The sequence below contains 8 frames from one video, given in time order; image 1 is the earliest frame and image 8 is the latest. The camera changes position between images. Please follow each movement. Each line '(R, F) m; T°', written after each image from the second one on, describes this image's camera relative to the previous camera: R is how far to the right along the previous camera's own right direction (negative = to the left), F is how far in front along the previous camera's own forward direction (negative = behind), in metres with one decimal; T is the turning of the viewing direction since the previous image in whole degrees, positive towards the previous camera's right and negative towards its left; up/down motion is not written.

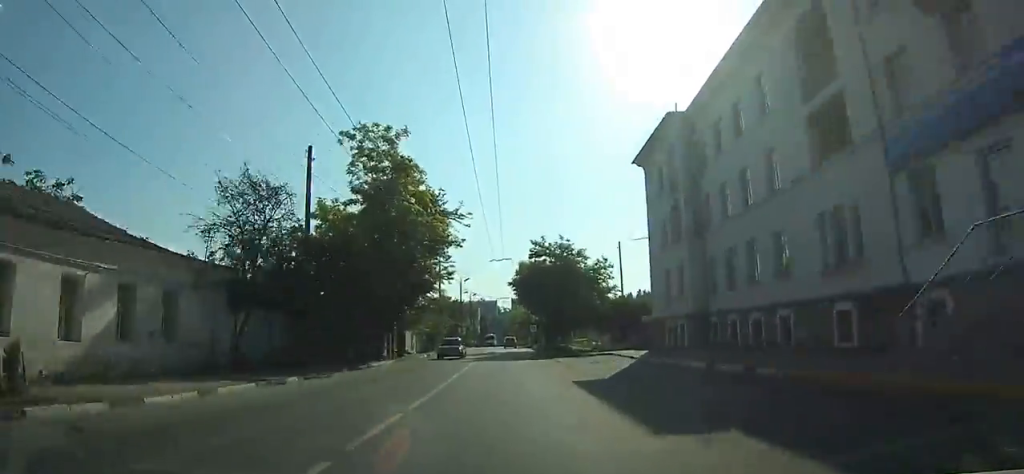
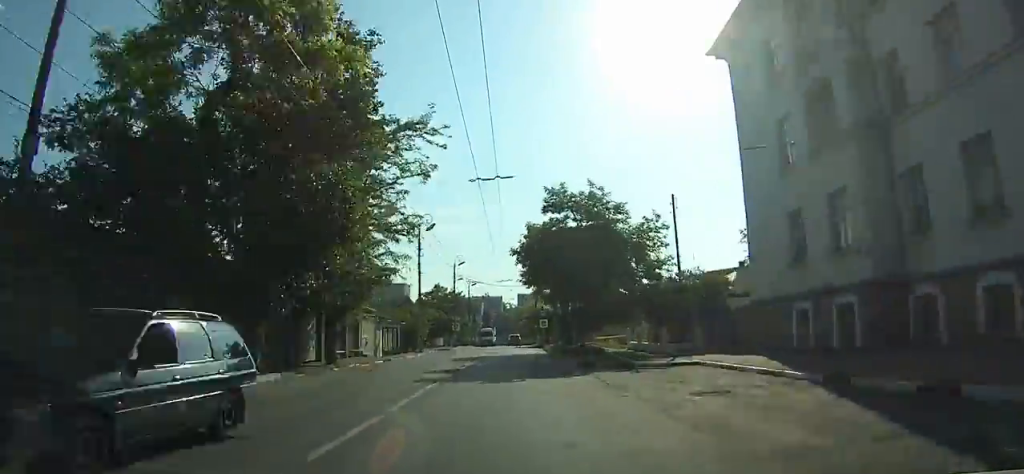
(+0.1, +16.3) m; 0°
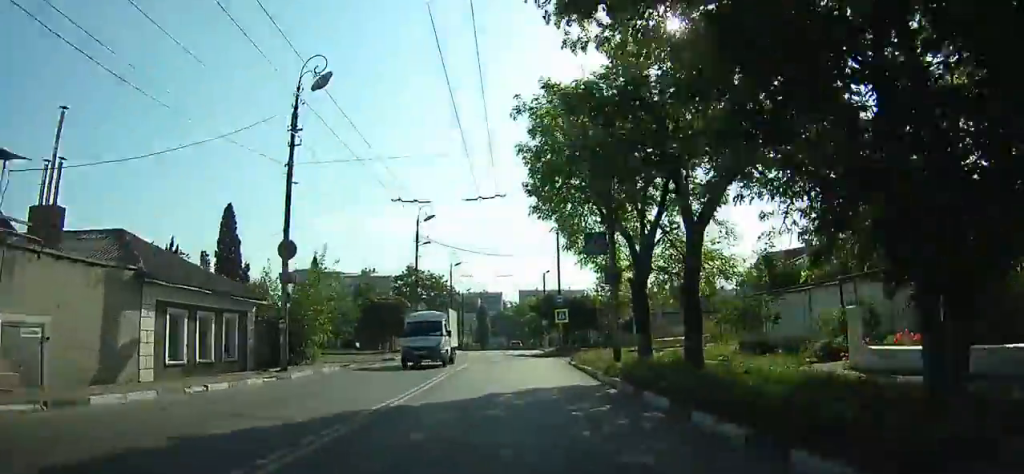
(+0.2, +27.5) m; 0°
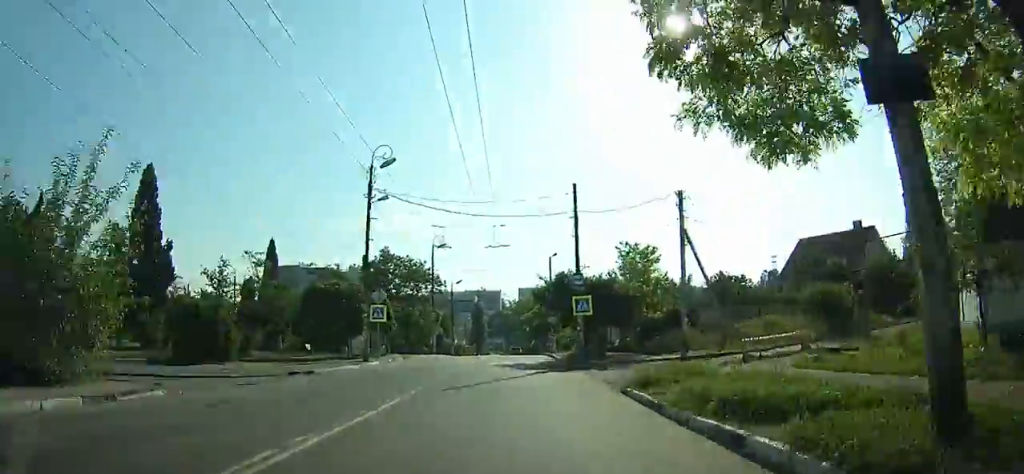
(0.0, +14.6) m; 0°
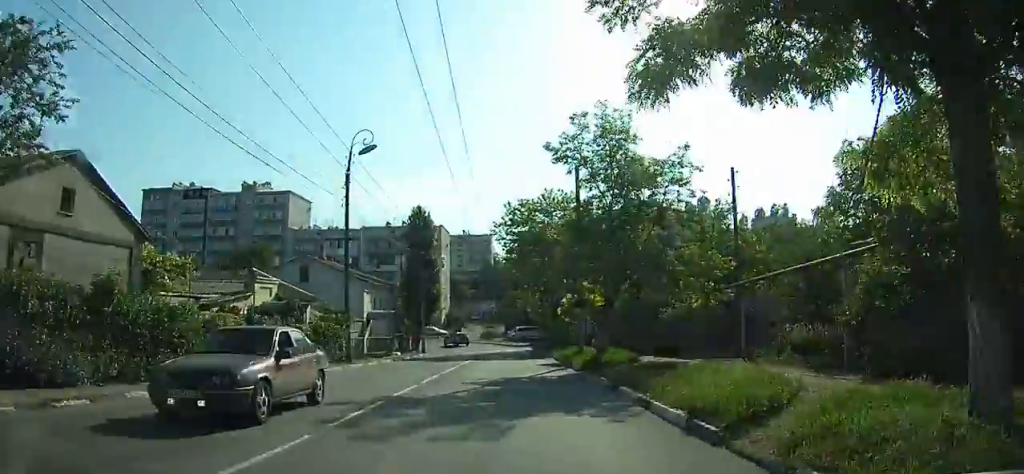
(+0.1, +76.2) m; 0°
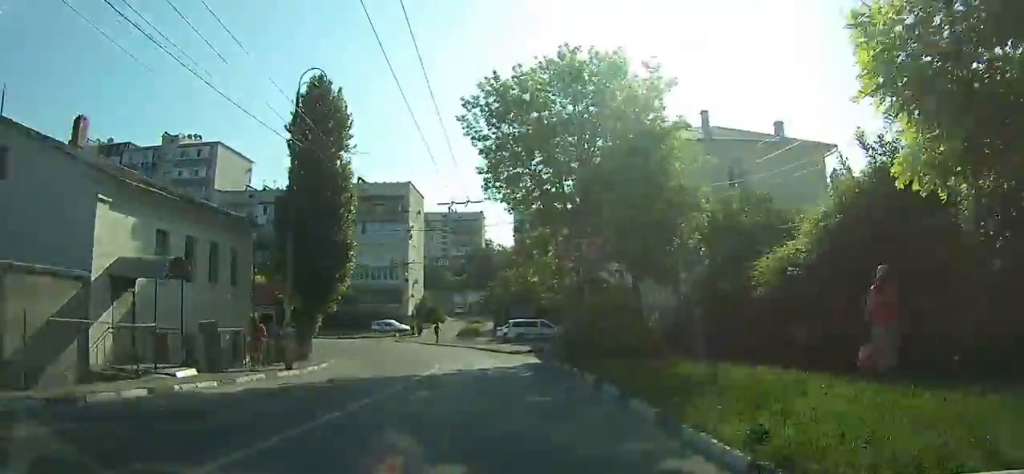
(-0.2, +26.8) m; -2°
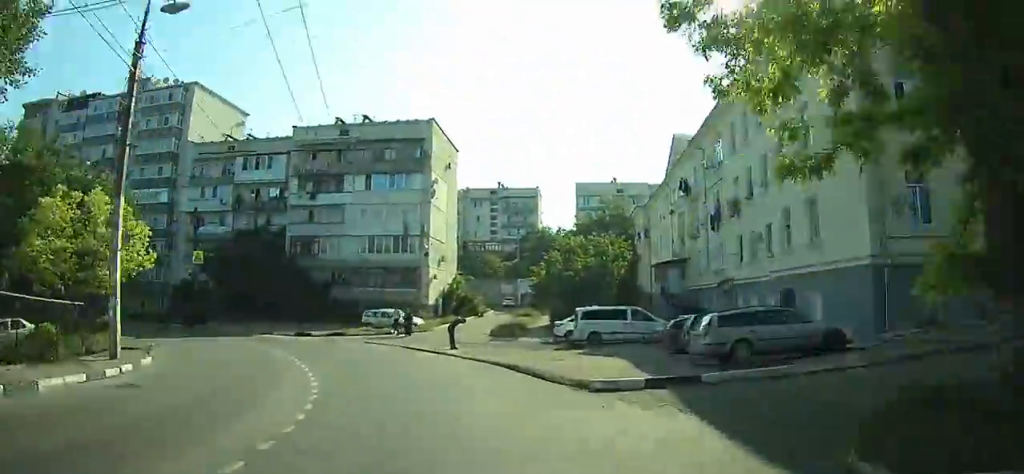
(-0.6, +23.2) m; -11°
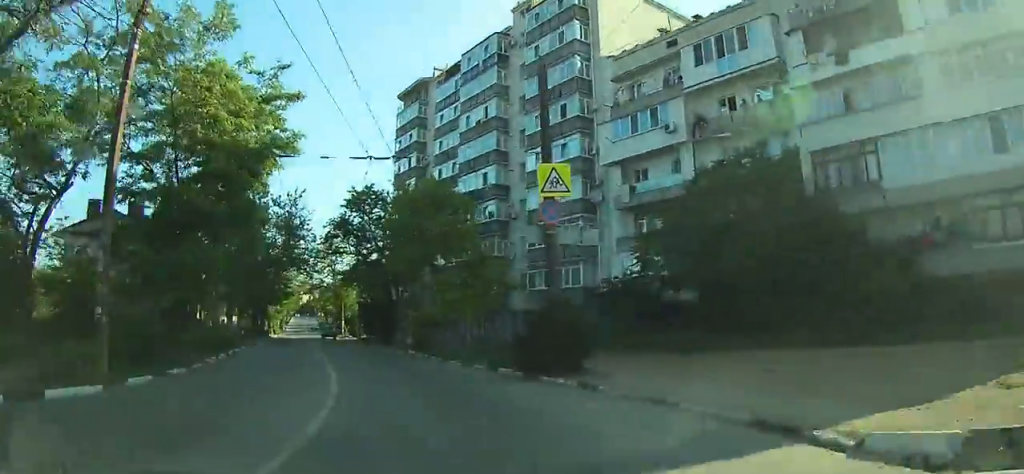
(-9.3, +31.6) m; -38°
